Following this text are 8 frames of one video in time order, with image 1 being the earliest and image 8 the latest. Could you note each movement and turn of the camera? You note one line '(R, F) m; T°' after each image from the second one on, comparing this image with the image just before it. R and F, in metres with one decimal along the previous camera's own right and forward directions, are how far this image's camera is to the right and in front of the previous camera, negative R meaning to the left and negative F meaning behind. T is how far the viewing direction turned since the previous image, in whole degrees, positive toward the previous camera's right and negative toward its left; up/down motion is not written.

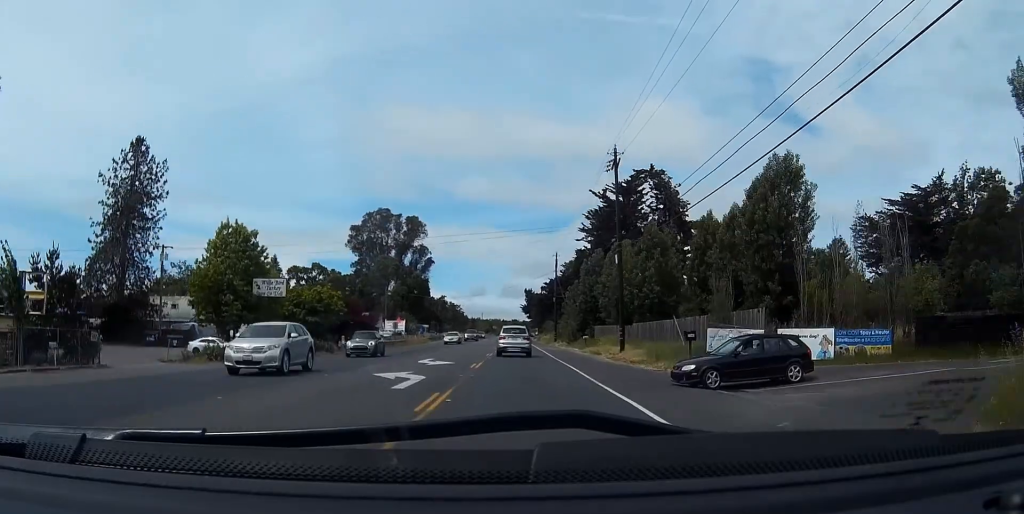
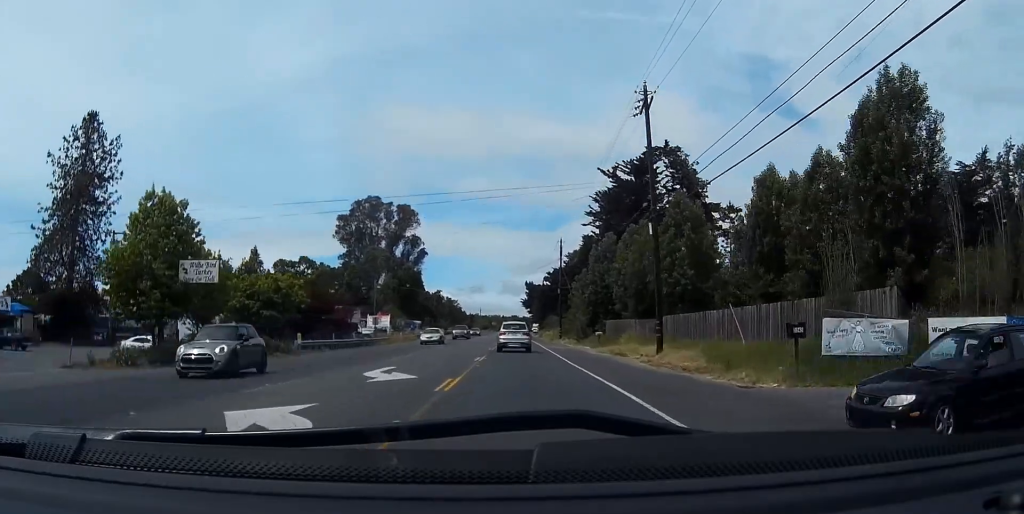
(+0.1, +11.7) m; 0°
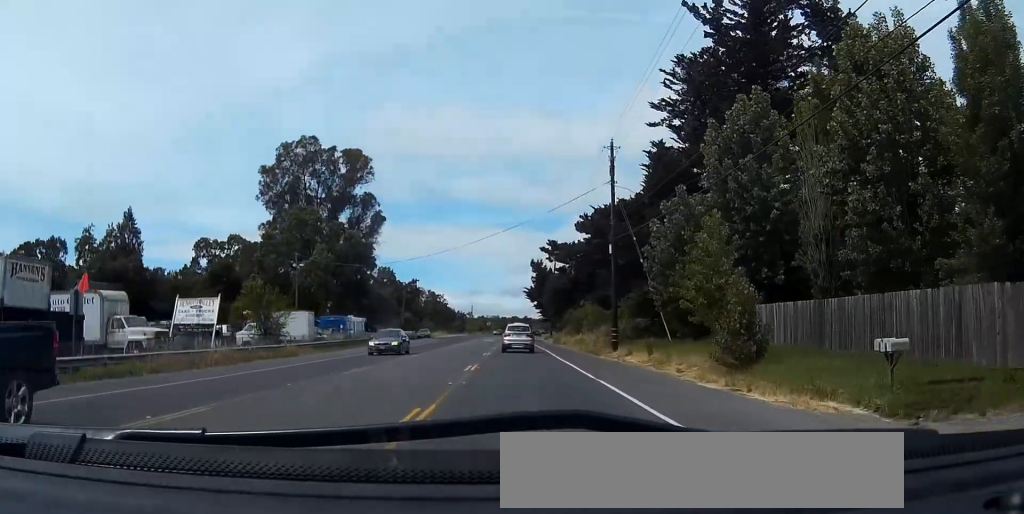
(-0.3, +50.2) m; 0°
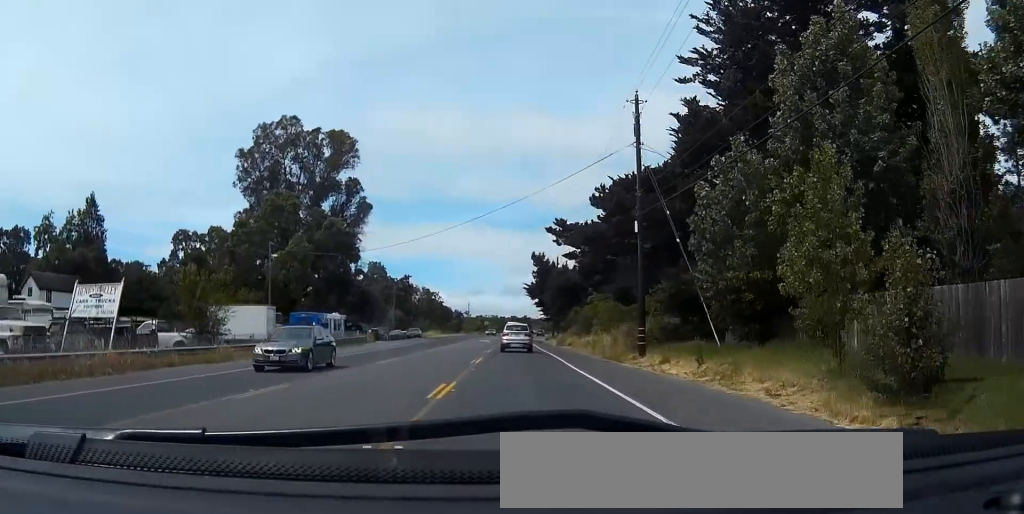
(0.0, +9.6) m; 0°
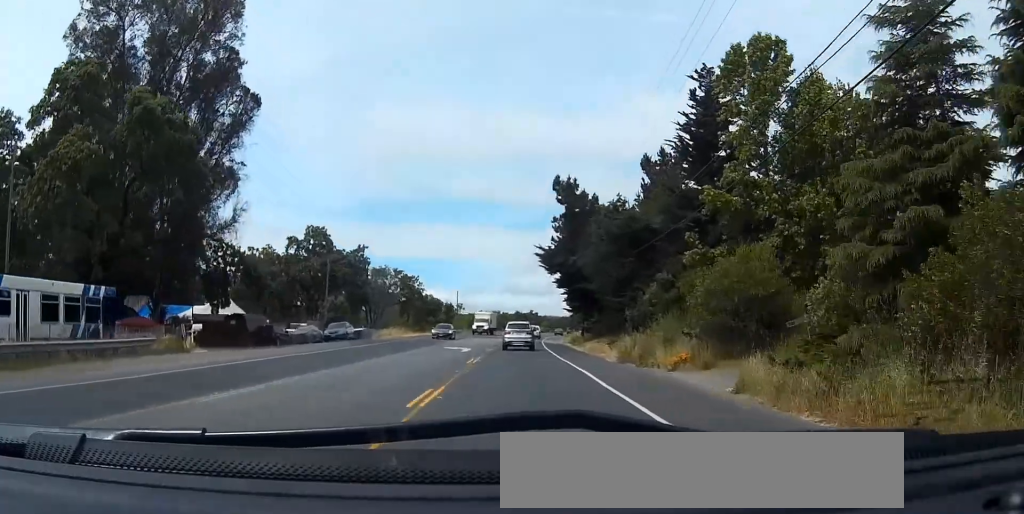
(-0.1, +45.6) m; 0°
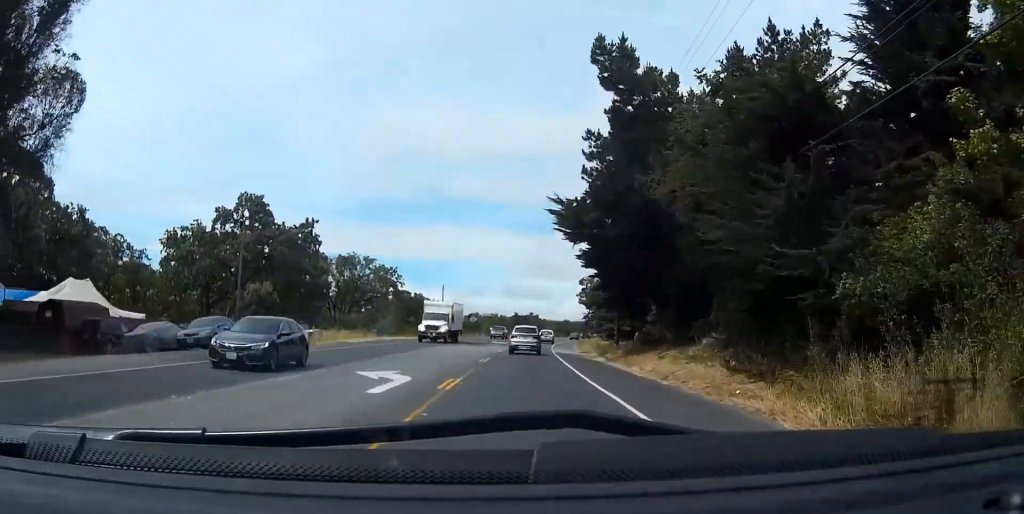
(+0.1, +24.8) m; 0°
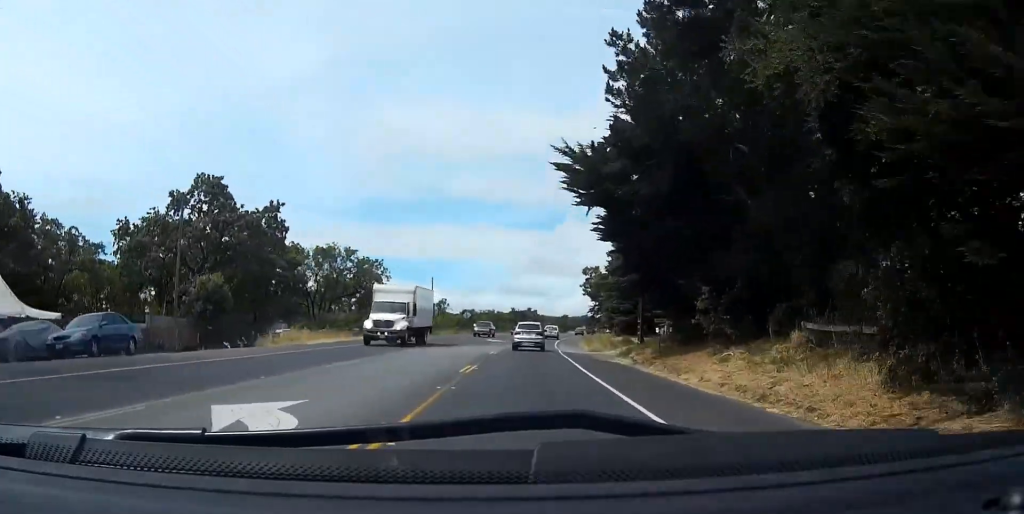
(0.0, +9.8) m; 0°
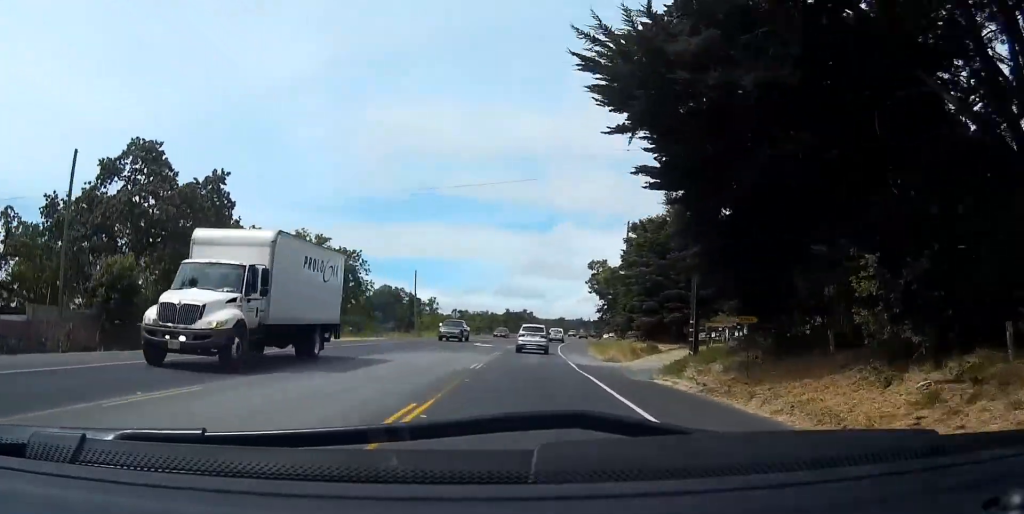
(0.0, +12.1) m; 0°
